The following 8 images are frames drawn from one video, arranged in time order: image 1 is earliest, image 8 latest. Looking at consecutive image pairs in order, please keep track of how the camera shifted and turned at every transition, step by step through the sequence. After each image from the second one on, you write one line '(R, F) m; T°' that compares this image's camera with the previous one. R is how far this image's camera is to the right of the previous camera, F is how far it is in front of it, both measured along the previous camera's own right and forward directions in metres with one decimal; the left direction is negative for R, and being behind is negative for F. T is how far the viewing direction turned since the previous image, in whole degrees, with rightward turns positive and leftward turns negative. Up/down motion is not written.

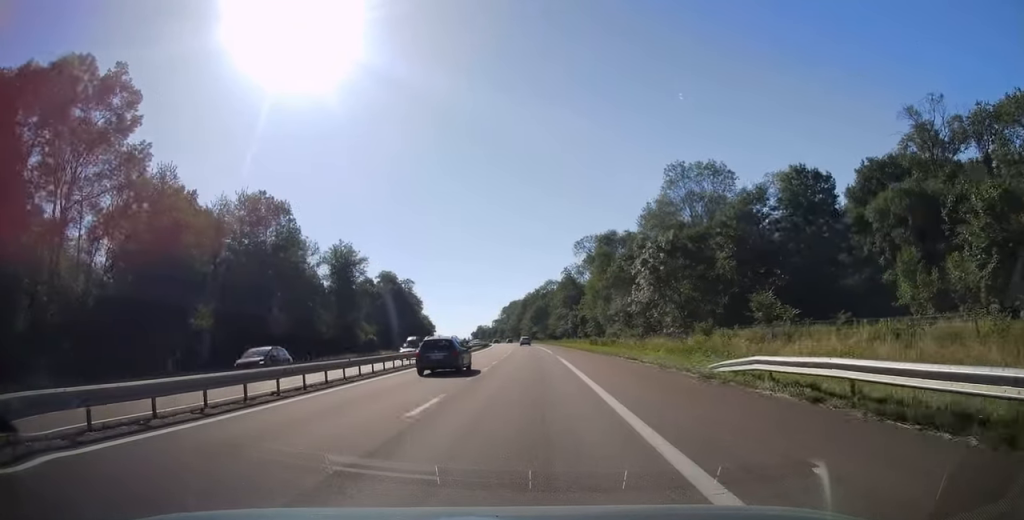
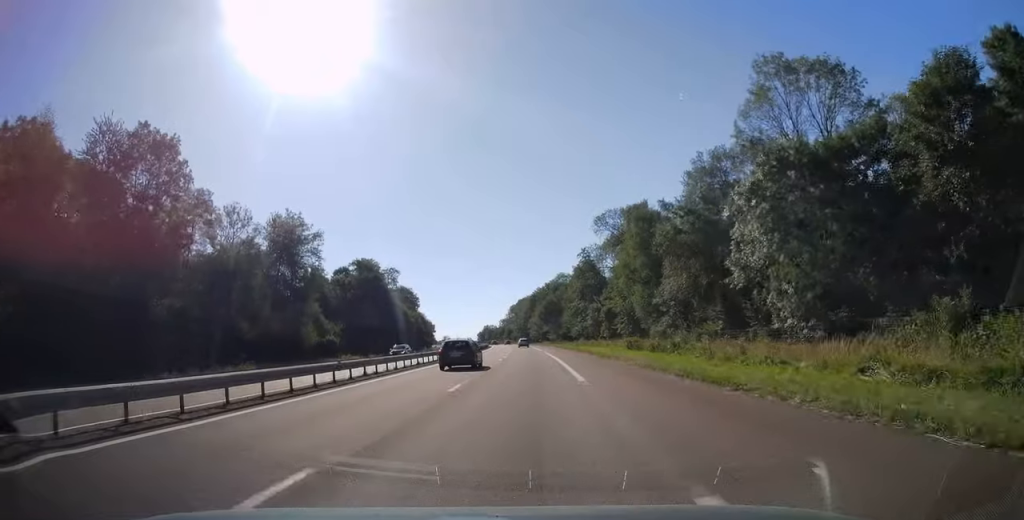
(-0.4, +33.1) m; -1°
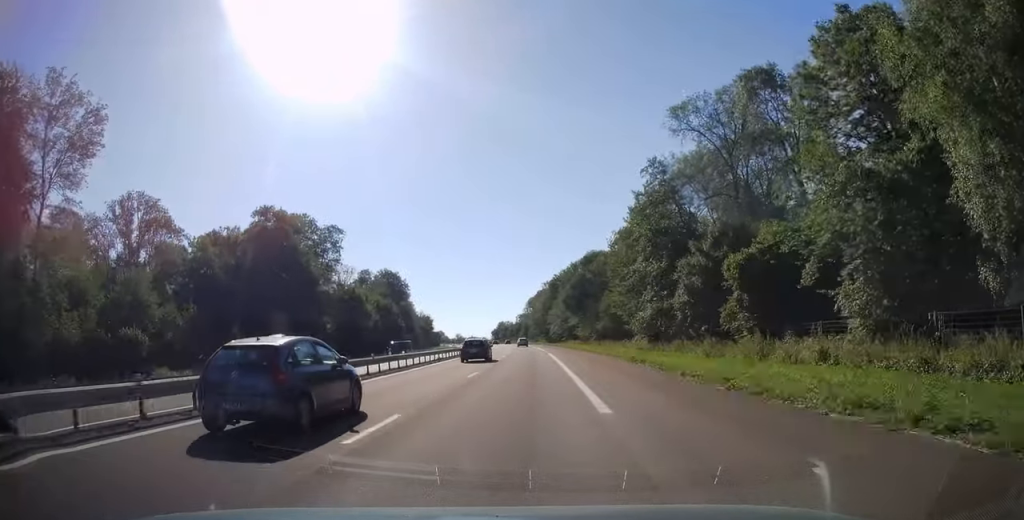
(-0.9, +59.7) m; -2°
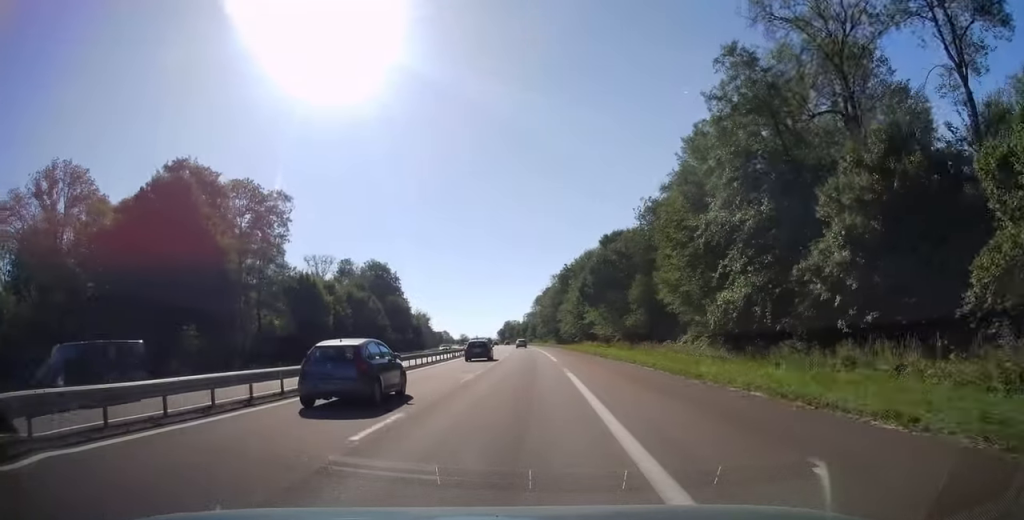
(-0.1, +25.2) m; -1°
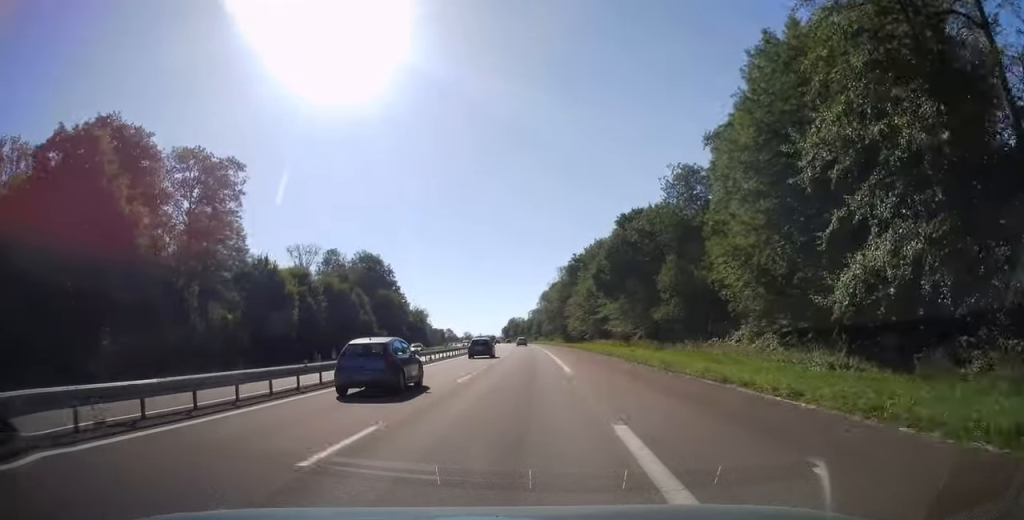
(+0.1, +14.9) m; 0°
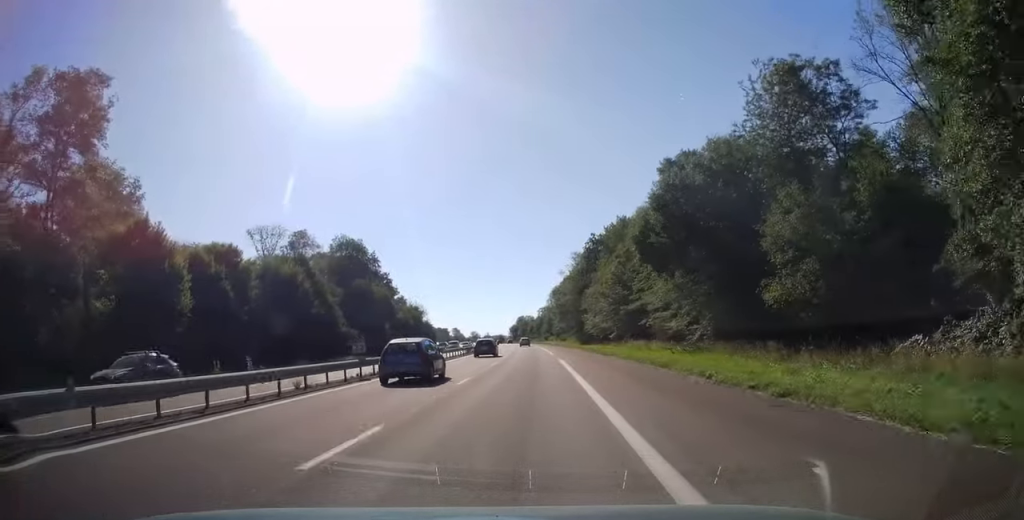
(-0.4, +25.7) m; -1°
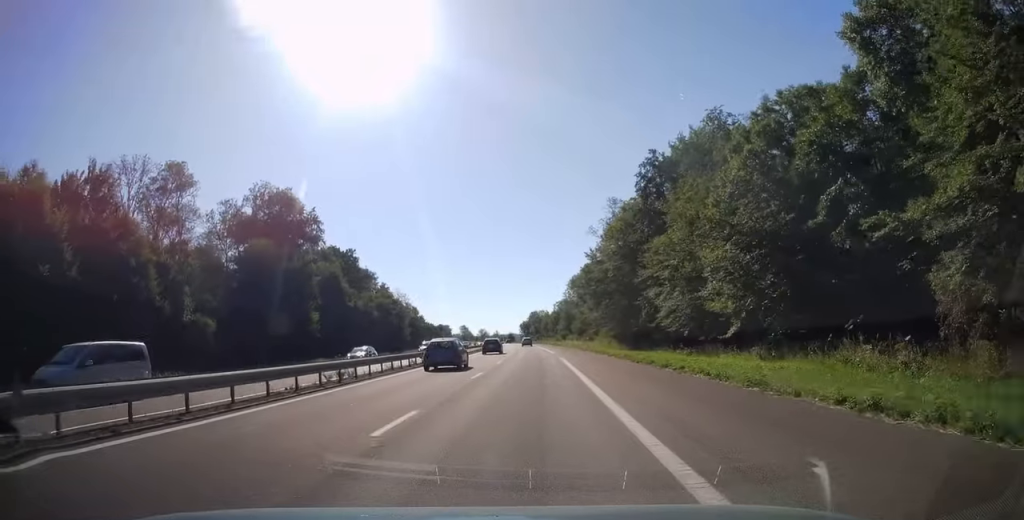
(-0.8, +49.3) m; -2°
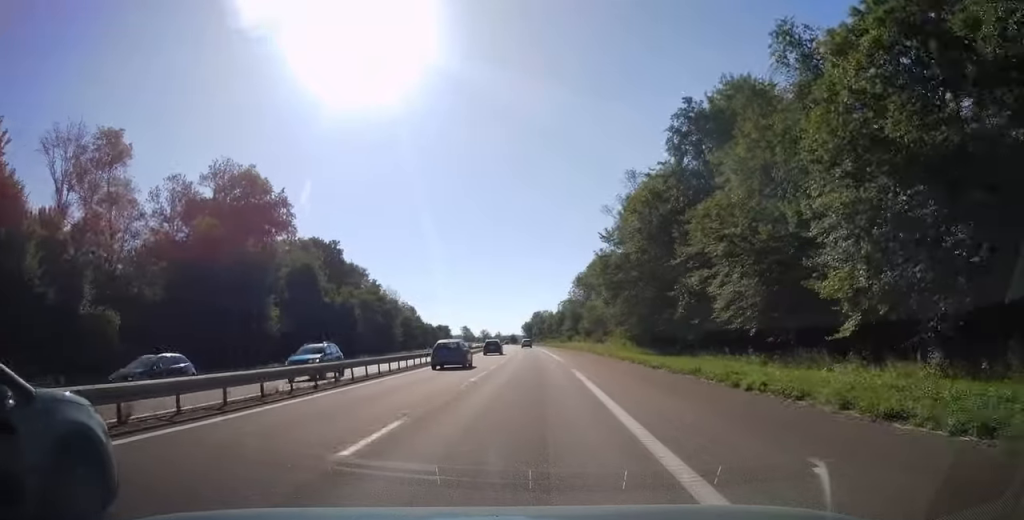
(+0.1, +14.3) m; 0°
